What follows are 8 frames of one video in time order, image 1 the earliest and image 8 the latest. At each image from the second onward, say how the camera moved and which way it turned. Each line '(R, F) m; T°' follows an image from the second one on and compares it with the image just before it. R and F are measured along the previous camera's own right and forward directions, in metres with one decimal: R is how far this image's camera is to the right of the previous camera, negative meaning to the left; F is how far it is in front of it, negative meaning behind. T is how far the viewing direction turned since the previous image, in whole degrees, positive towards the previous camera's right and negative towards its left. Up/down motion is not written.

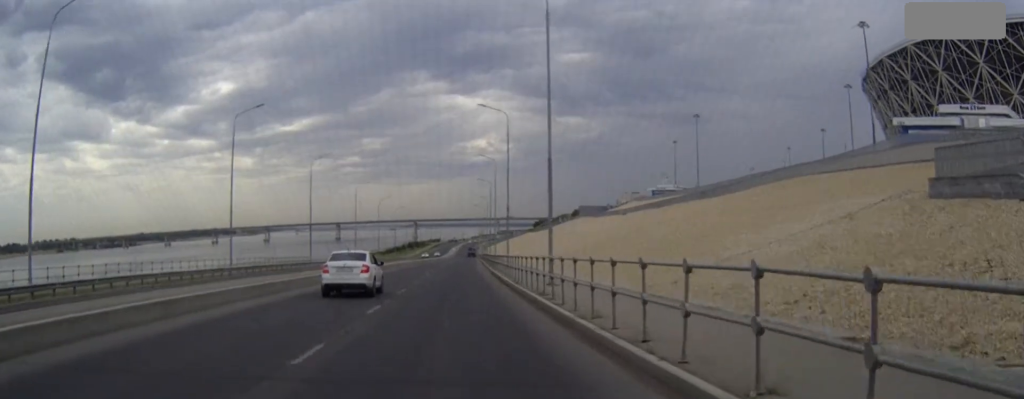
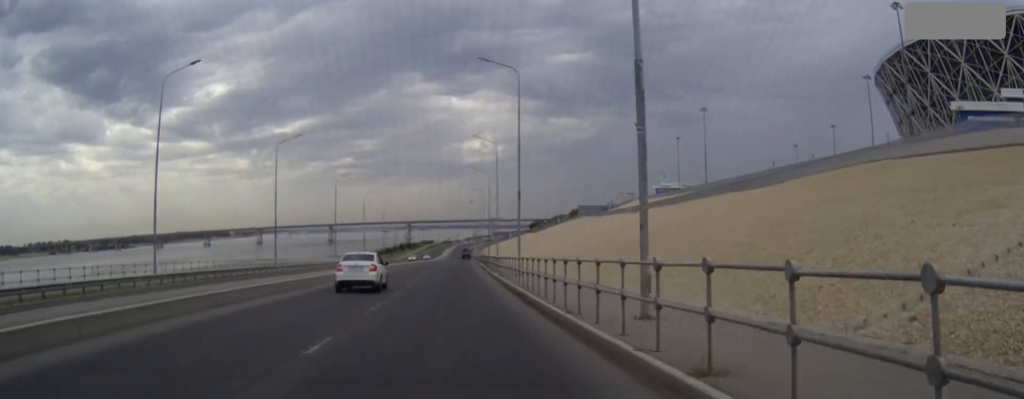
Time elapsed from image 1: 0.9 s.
(+0.1, +14.9) m; 0°
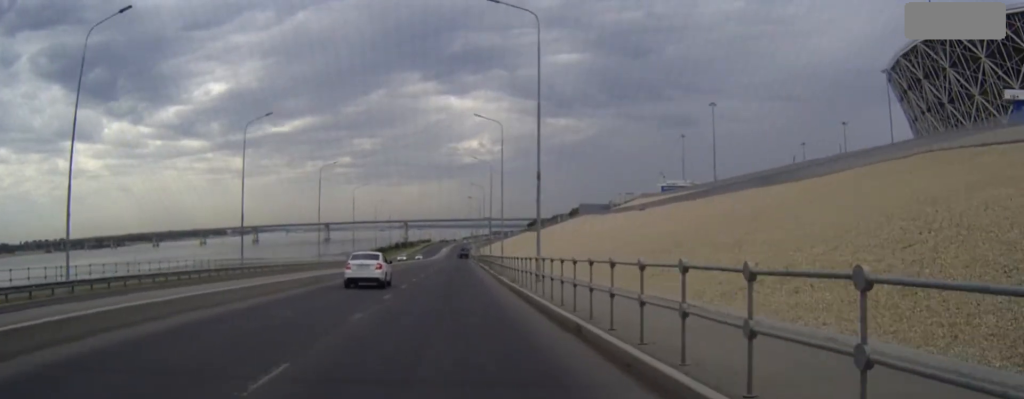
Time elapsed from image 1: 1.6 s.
(0.0, +11.1) m; 0°
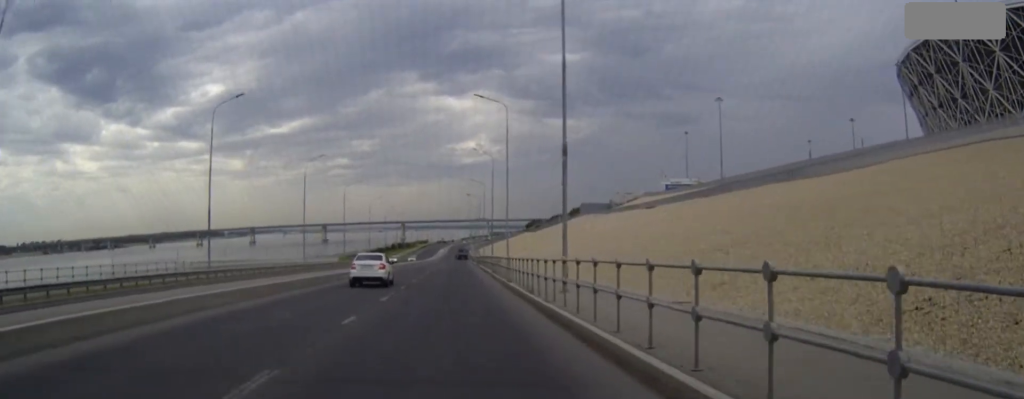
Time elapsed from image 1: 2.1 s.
(0.0, +8.4) m; 0°
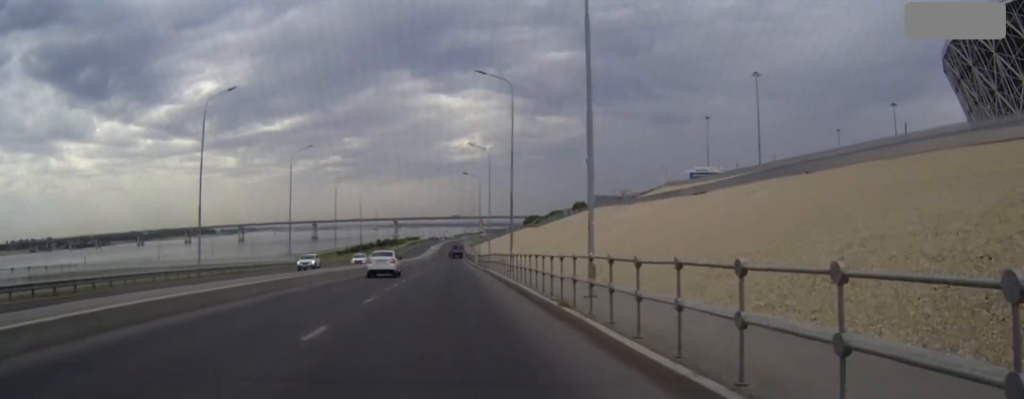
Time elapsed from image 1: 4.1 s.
(+0.2, +34.9) m; 0°
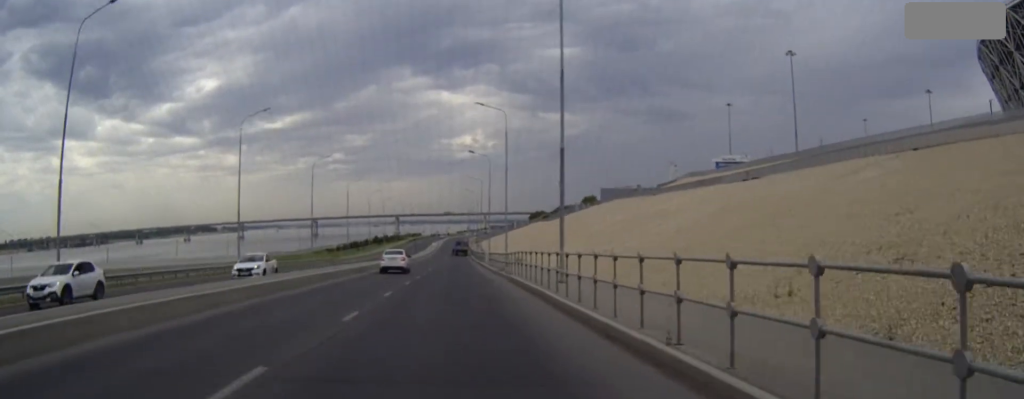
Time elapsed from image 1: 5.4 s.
(0.0, +21.2) m; 0°
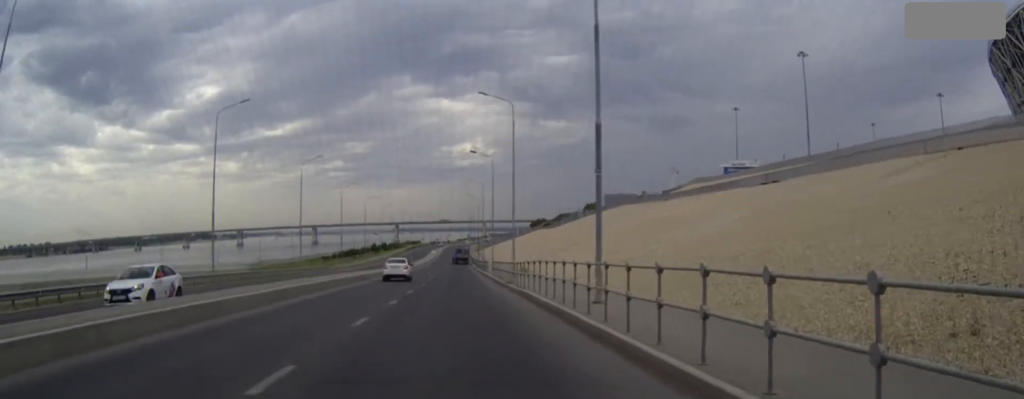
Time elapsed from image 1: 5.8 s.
(0.0, +6.9) m; 0°
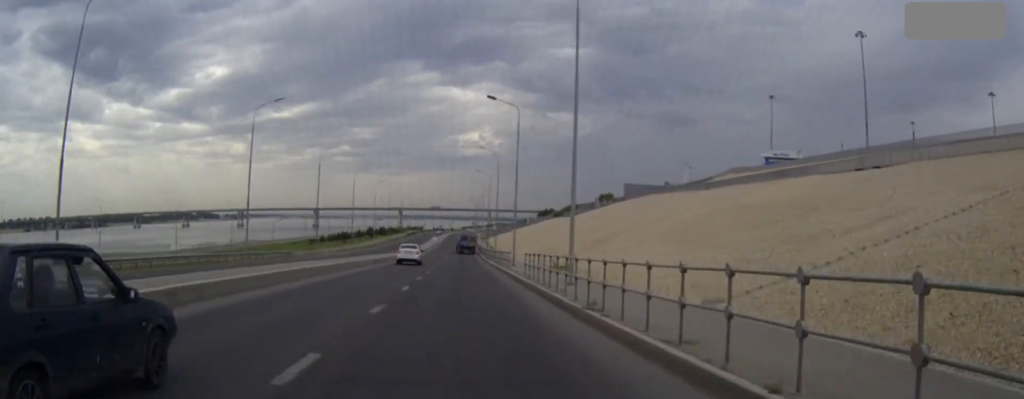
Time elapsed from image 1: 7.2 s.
(0.0, +24.4) m; 0°
